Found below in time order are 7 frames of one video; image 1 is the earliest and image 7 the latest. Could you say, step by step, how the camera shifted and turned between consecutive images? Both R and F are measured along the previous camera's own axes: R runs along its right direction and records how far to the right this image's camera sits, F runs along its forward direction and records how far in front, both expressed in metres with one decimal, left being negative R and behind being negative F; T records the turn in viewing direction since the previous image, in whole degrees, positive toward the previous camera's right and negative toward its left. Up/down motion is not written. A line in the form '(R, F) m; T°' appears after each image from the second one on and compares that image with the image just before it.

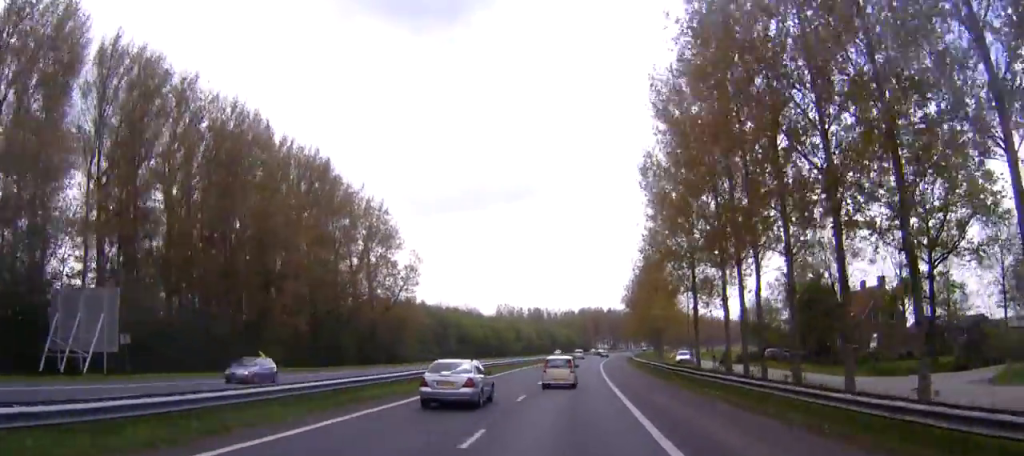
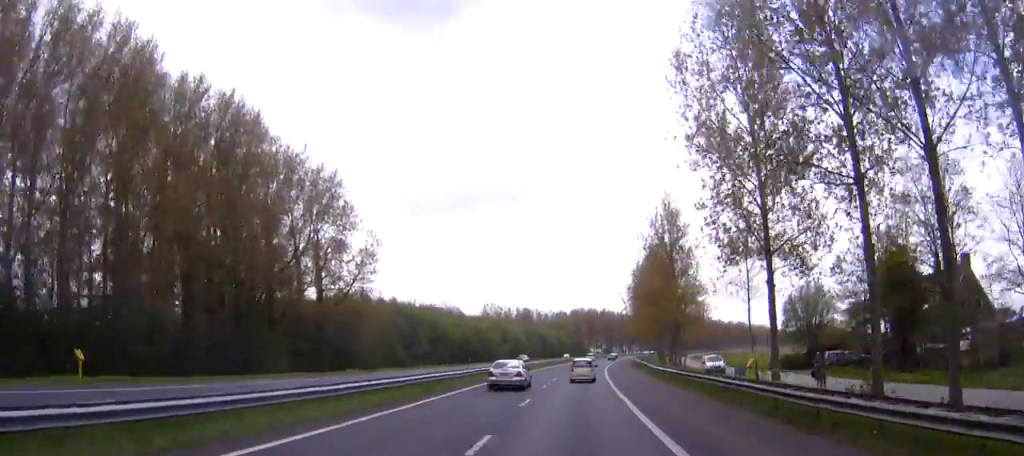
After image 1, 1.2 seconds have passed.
(+0.2, +24.5) m; 0°
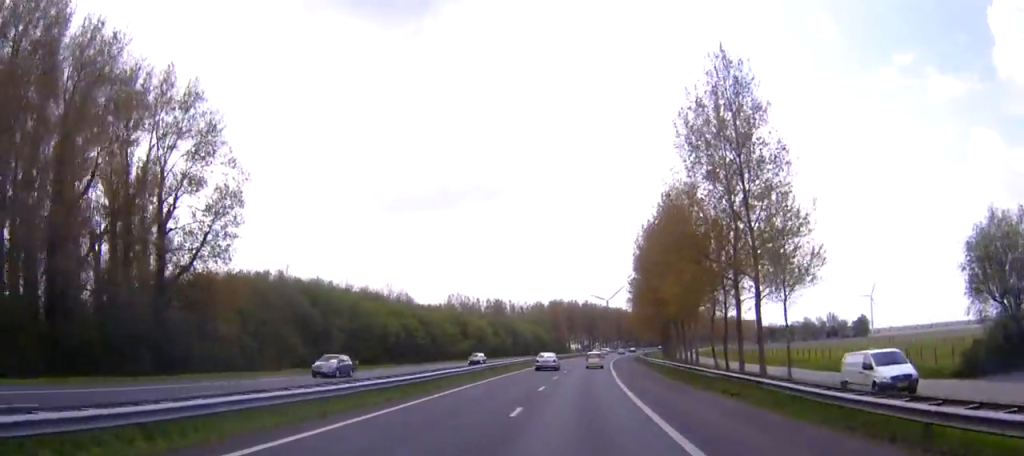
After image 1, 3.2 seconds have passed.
(+0.2, +41.5) m; +2°
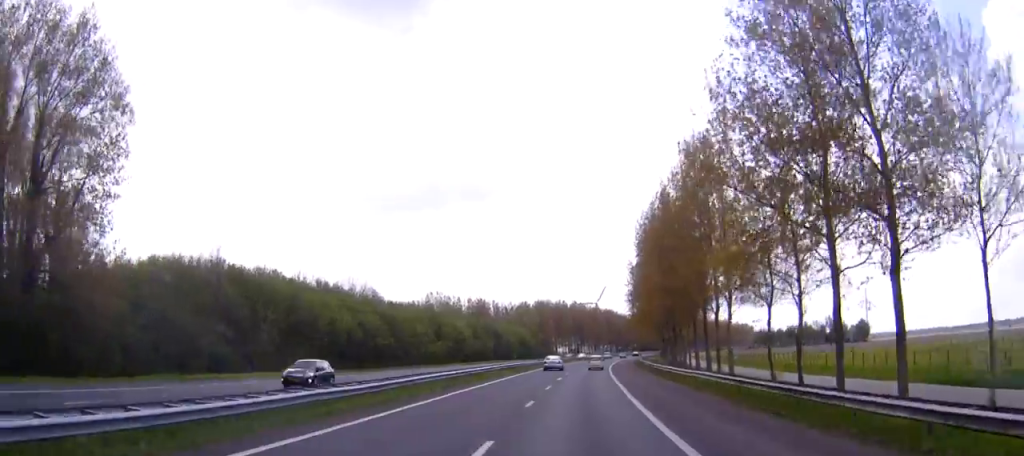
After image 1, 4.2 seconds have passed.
(+0.4, +19.8) m; +2°
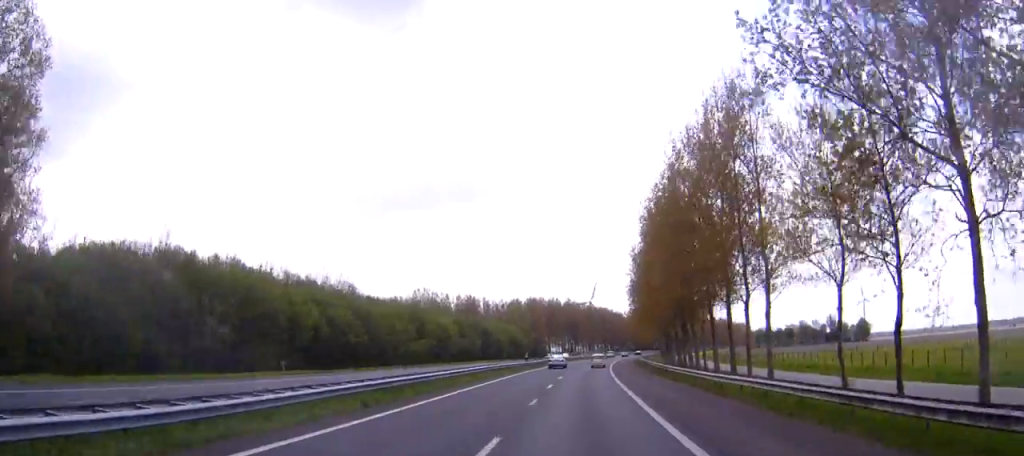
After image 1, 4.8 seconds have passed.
(+0.1, +11.8) m; +1°
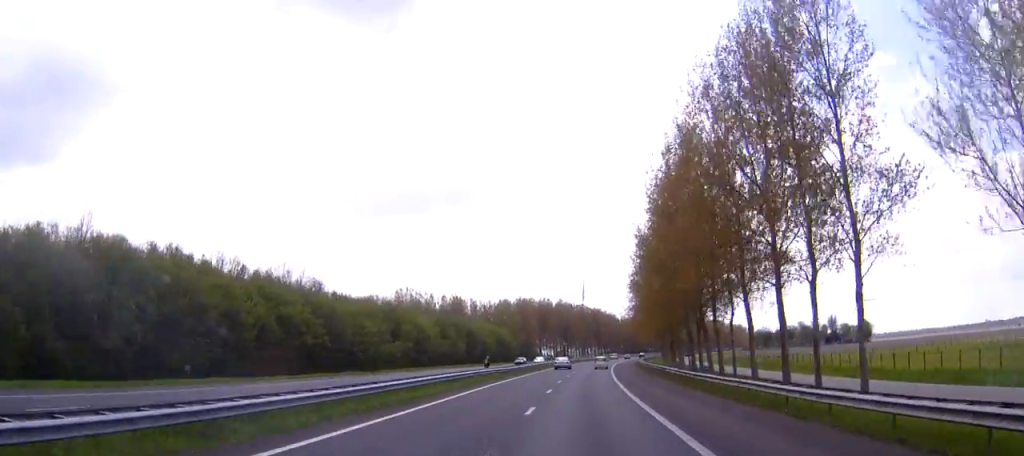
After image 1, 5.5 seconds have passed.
(-0.1, +14.7) m; 0°
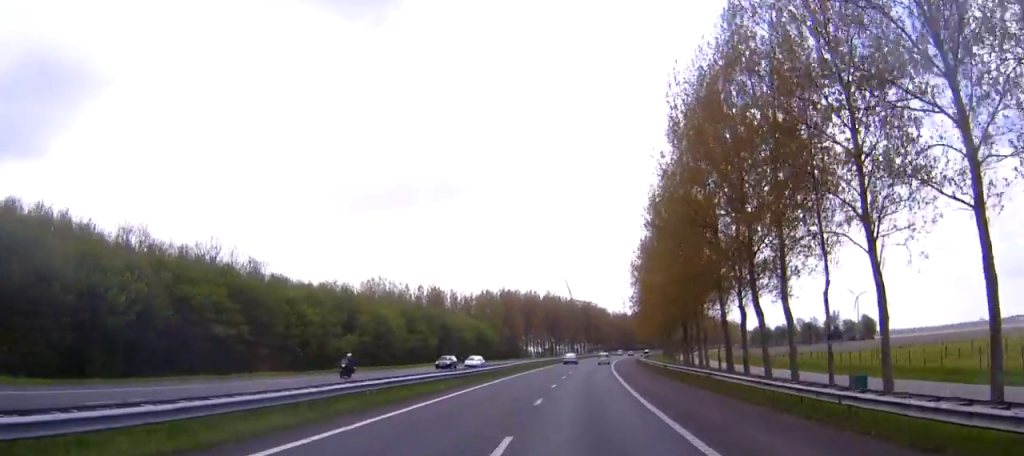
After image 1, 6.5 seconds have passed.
(+0.1, +21.6) m; +1°
